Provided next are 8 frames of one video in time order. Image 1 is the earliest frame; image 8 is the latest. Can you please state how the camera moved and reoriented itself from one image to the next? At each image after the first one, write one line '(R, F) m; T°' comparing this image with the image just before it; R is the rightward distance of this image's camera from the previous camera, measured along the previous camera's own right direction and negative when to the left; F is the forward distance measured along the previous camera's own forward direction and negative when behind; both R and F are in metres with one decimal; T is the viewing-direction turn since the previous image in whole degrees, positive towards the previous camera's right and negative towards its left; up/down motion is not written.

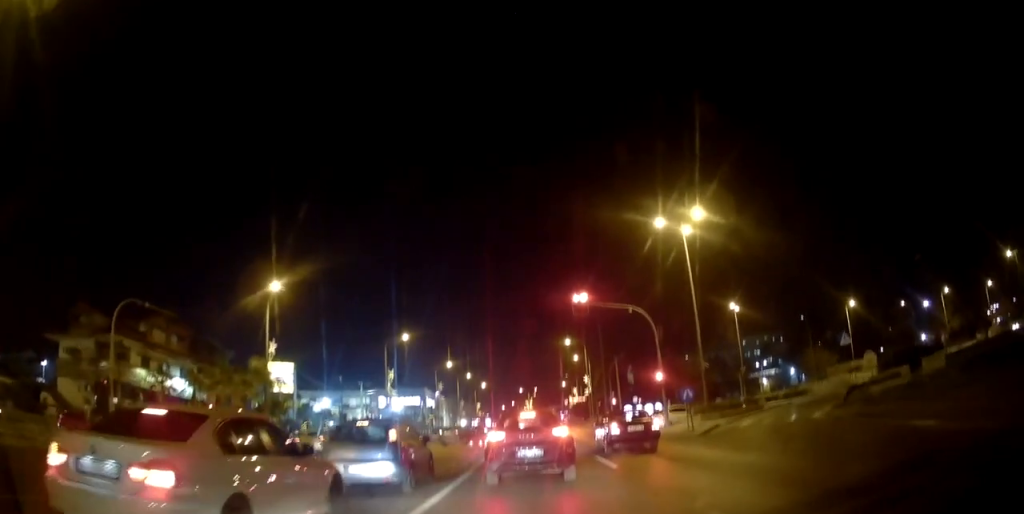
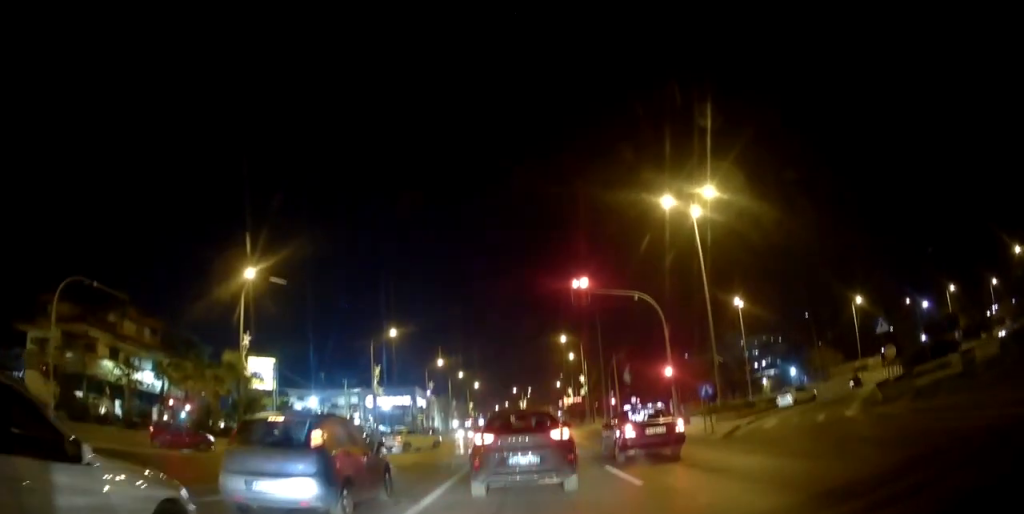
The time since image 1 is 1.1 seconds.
(-0.1, +4.1) m; +3°
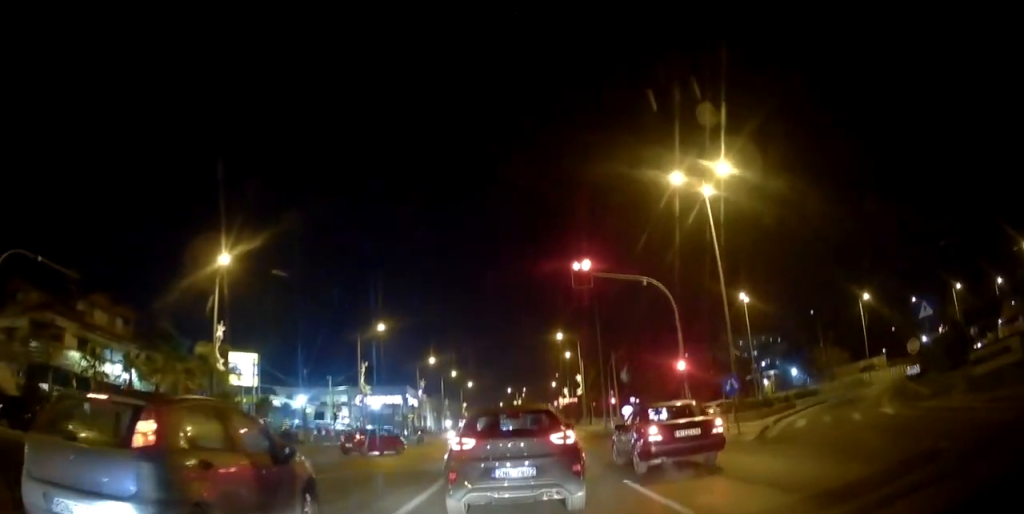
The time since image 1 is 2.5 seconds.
(+0.6, +3.7) m; +5°
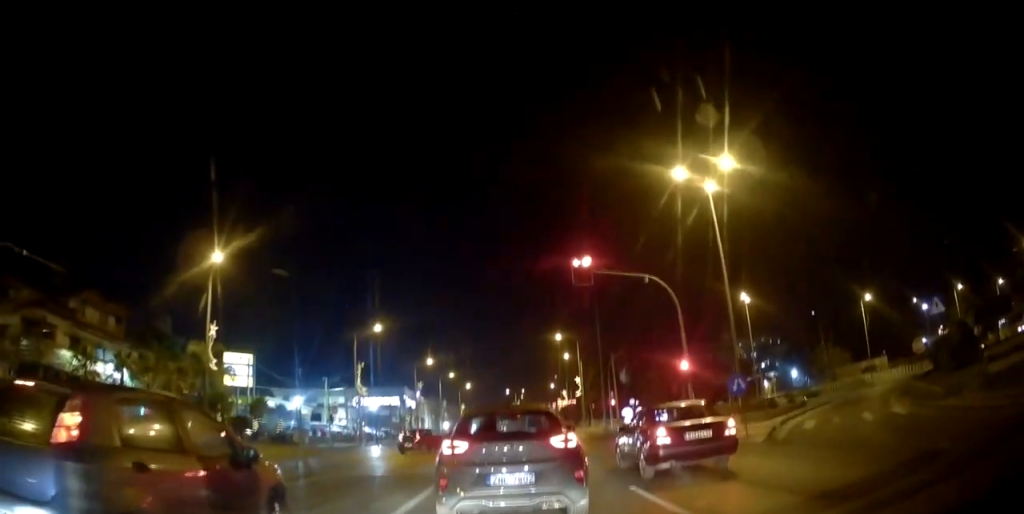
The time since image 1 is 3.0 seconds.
(-0.2, +0.8) m; 0°
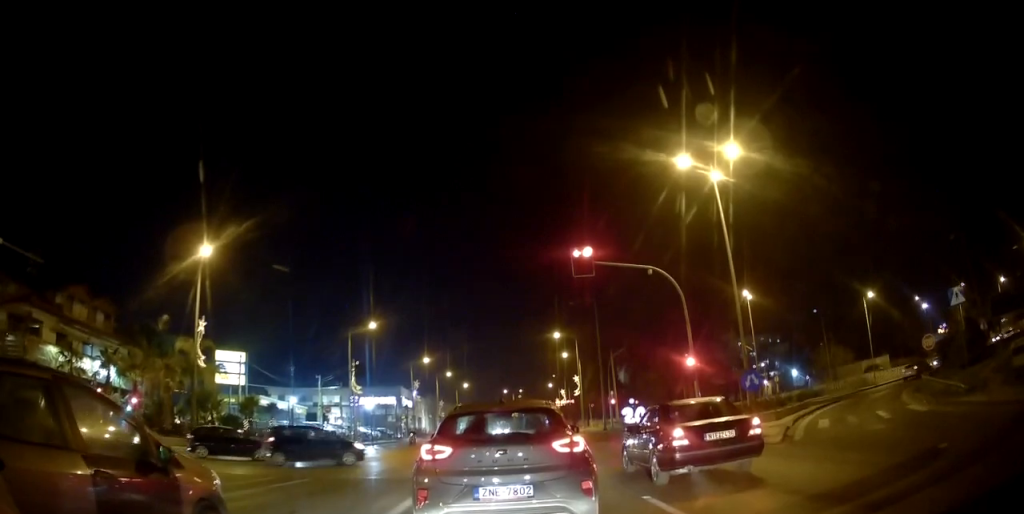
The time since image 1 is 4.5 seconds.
(-0.6, +1.6) m; 0°
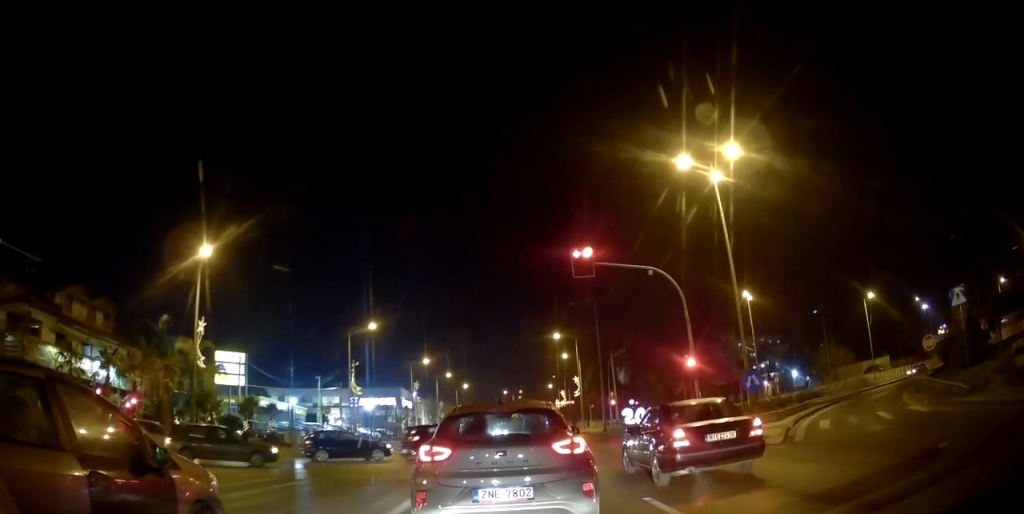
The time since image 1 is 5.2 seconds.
(-0.1, +0.1) m; 0°
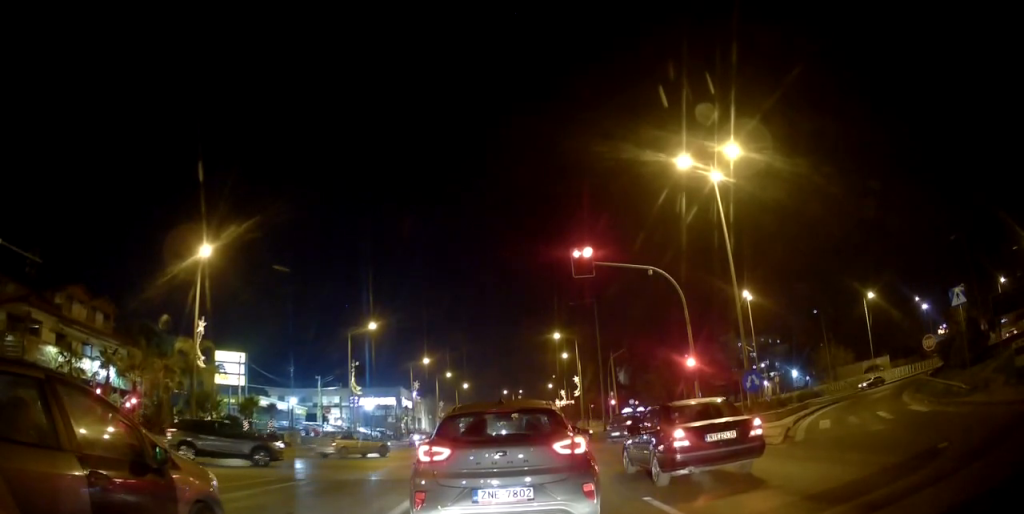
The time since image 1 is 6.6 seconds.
(0.0, +0.1) m; 0°
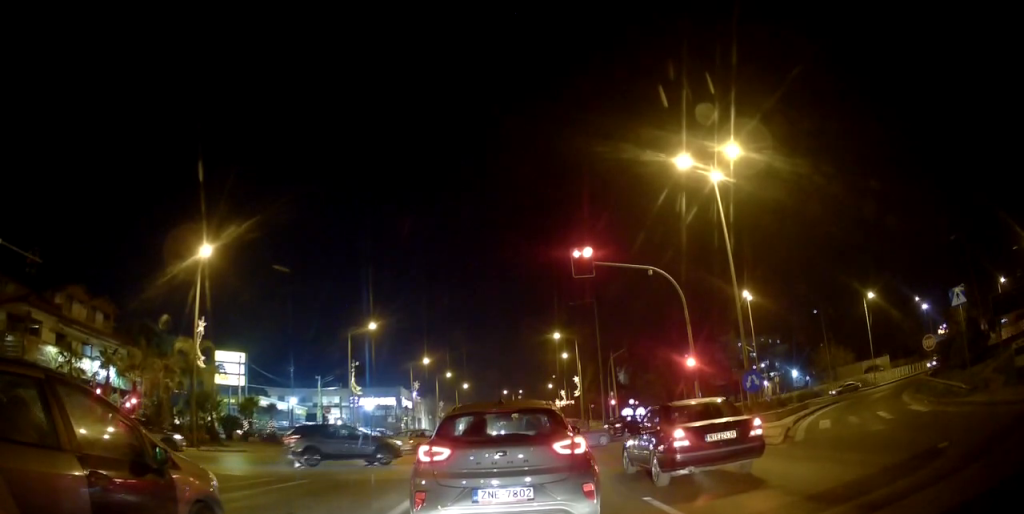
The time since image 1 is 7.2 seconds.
(0.0, 0.0) m; 0°
